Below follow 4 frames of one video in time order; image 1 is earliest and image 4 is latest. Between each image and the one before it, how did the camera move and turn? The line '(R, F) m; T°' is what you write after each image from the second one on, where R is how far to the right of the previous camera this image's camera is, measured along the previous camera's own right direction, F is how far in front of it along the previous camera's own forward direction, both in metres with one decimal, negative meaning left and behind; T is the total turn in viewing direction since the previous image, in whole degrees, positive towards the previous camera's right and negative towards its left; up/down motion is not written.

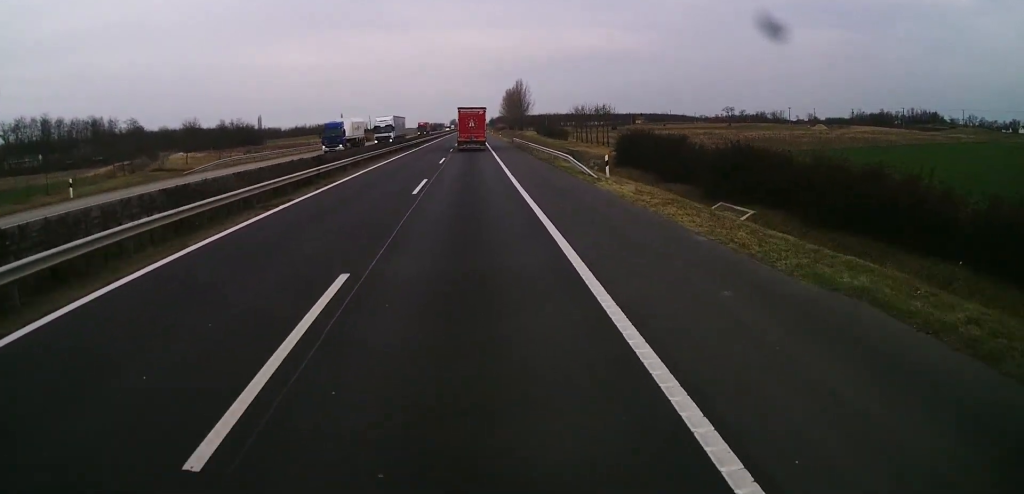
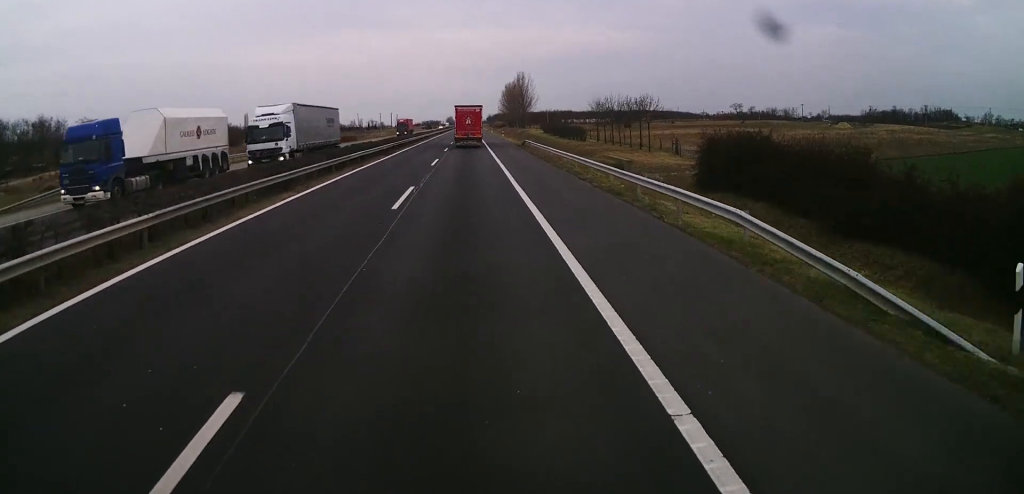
(-0.2, +23.0) m; 0°
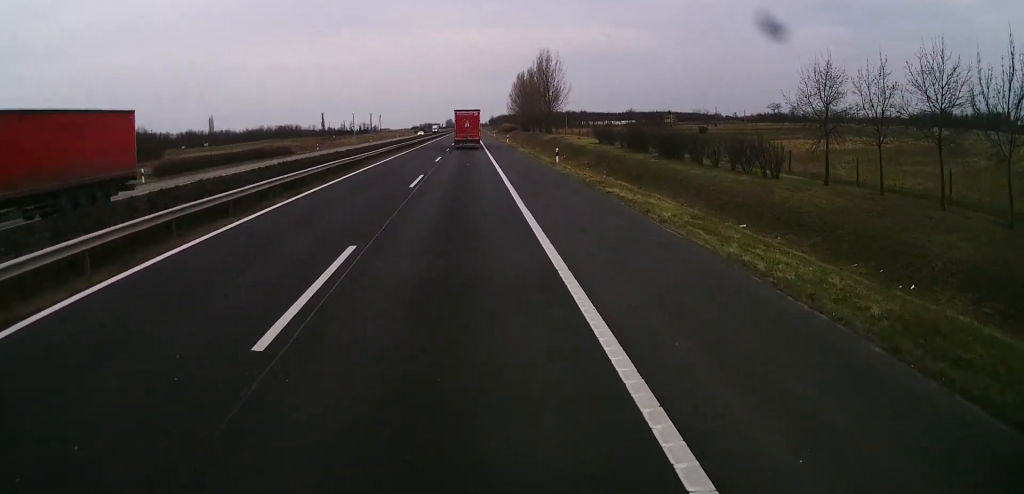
(+0.5, +65.9) m; -1°
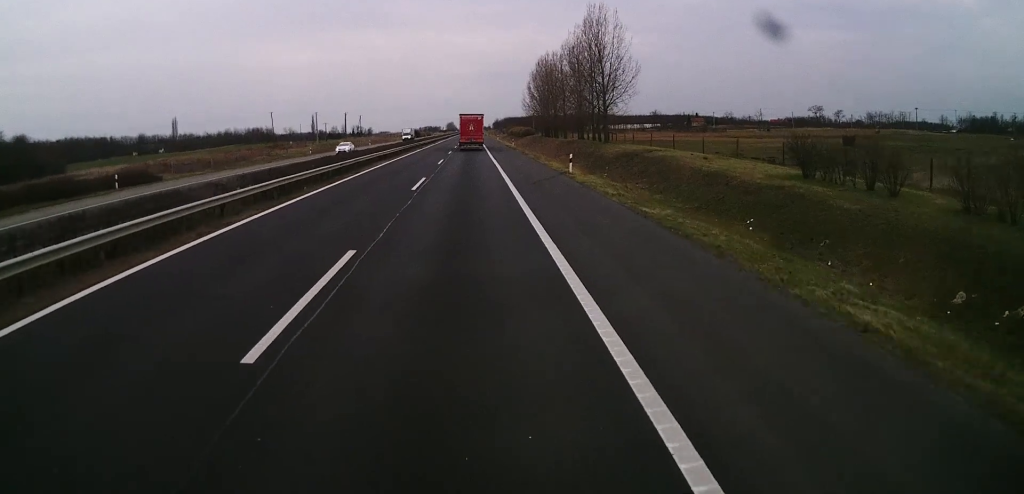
(+0.9, +55.2) m; +1°
